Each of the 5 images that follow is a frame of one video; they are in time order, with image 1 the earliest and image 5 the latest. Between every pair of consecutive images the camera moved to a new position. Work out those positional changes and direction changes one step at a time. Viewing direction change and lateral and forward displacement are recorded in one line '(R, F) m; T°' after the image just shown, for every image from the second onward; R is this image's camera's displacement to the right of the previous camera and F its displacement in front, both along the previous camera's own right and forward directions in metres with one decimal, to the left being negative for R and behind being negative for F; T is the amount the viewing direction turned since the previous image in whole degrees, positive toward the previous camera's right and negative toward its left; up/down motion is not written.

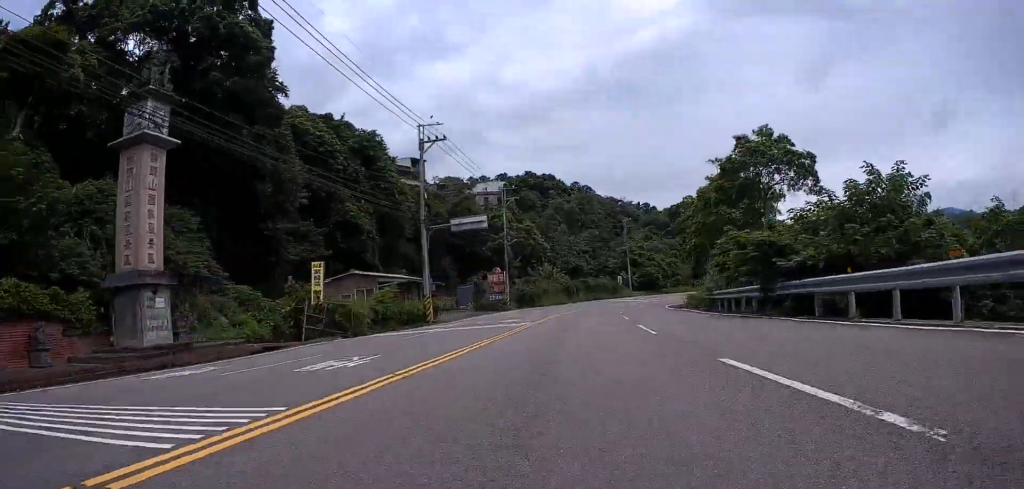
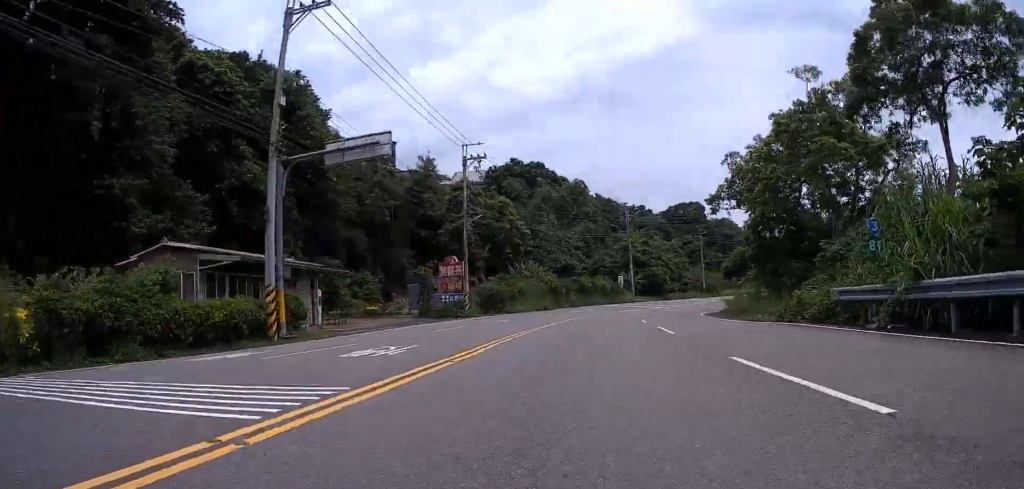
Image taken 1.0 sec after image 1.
(+0.2, +18.4) m; +4°
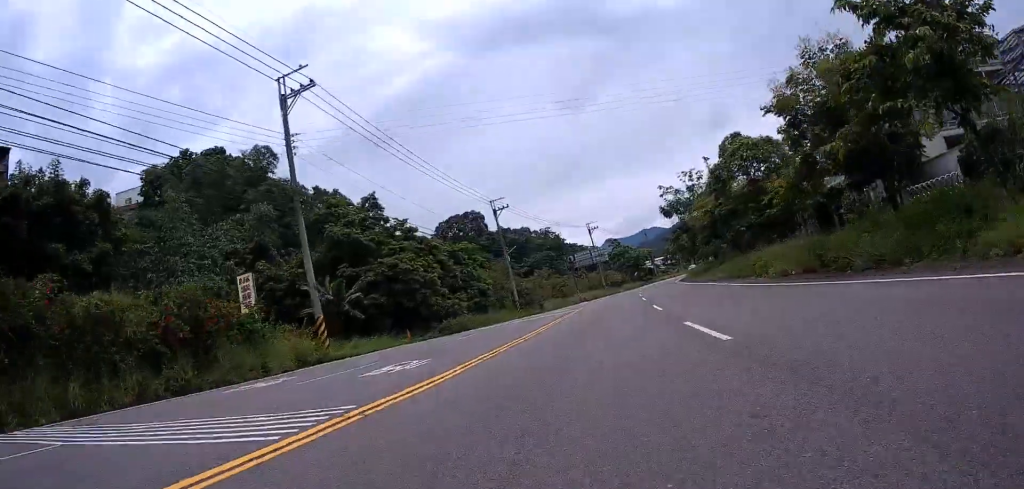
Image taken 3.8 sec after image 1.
(+8.0, +56.6) m; +17°
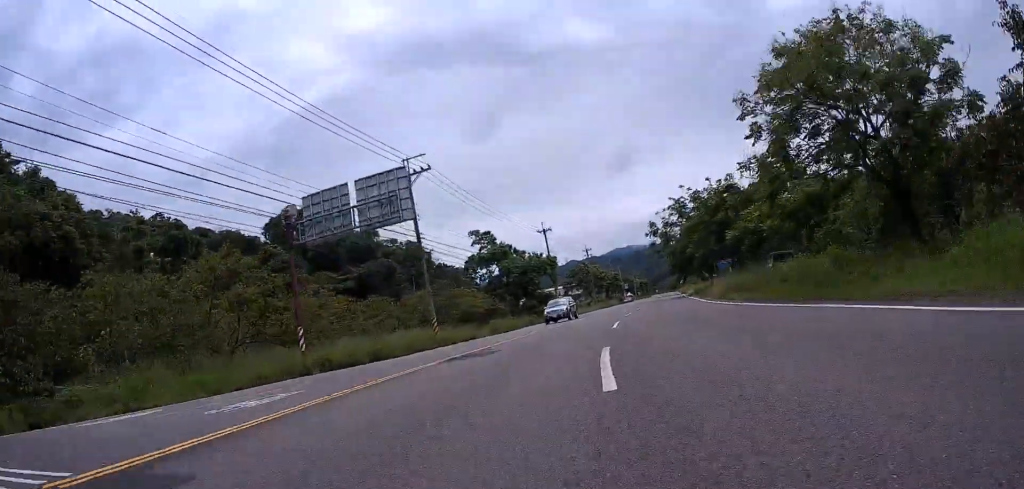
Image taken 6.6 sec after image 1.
(+8.2, +61.8) m; +12°
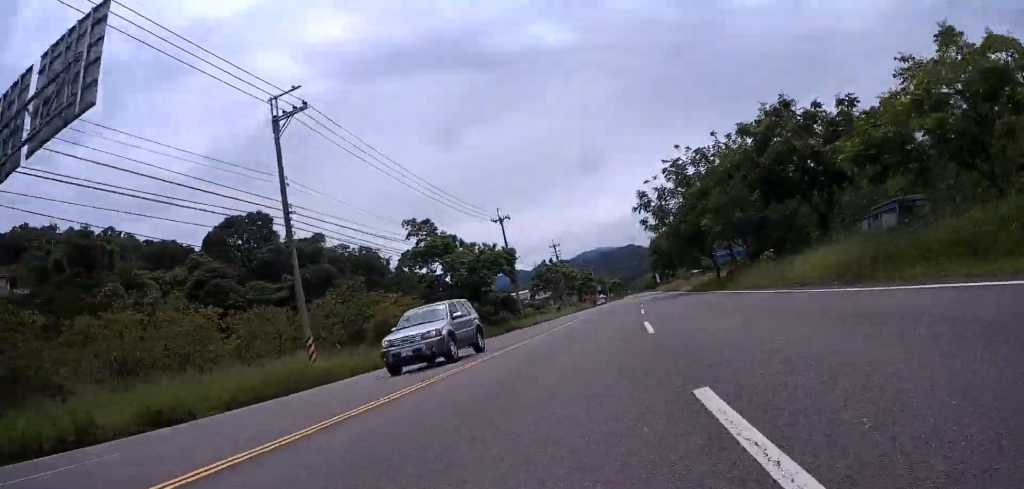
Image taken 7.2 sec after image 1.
(+1.6, +14.8) m; +3°
